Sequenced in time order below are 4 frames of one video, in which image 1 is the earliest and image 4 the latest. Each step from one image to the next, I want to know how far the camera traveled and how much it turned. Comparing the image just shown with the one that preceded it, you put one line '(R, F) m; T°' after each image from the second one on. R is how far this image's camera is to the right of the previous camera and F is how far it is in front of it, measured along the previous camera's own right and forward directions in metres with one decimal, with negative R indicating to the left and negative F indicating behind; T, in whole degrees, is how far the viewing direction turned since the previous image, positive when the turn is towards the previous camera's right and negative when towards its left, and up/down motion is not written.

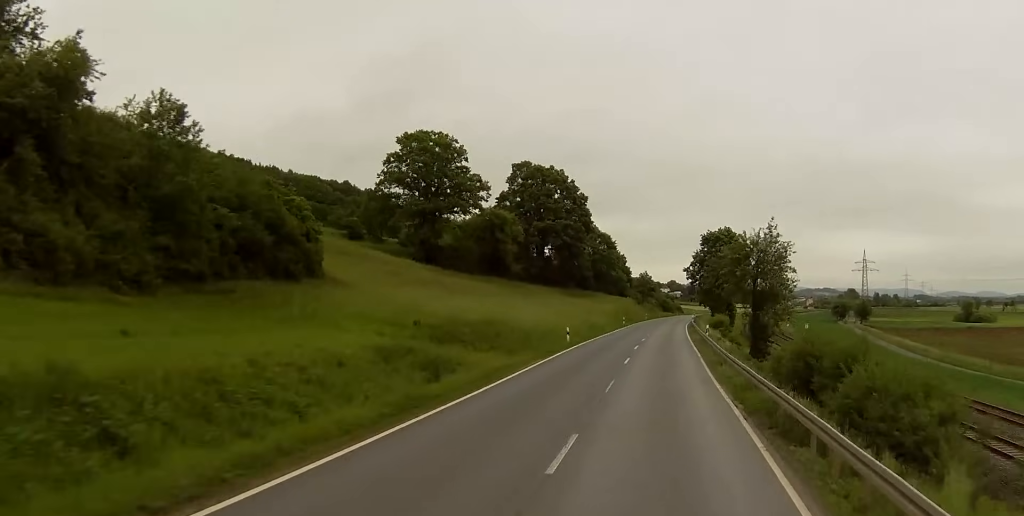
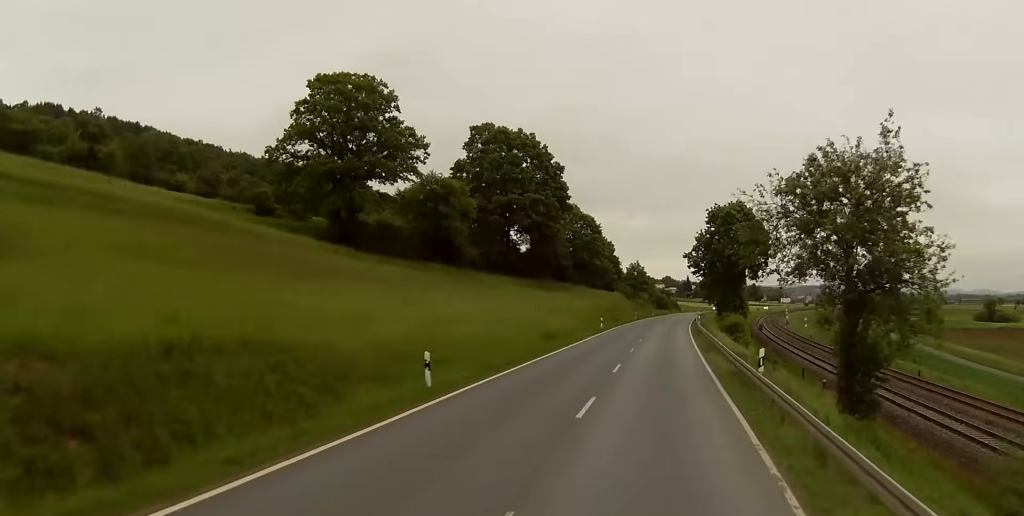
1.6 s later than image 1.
(+0.5, +30.3) m; +2°
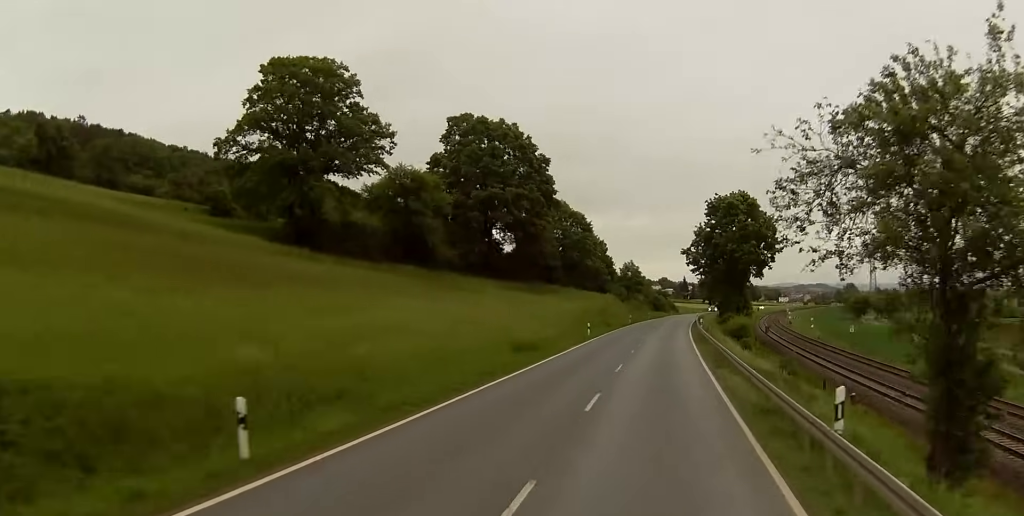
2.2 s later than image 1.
(+0.3, +9.9) m; 0°
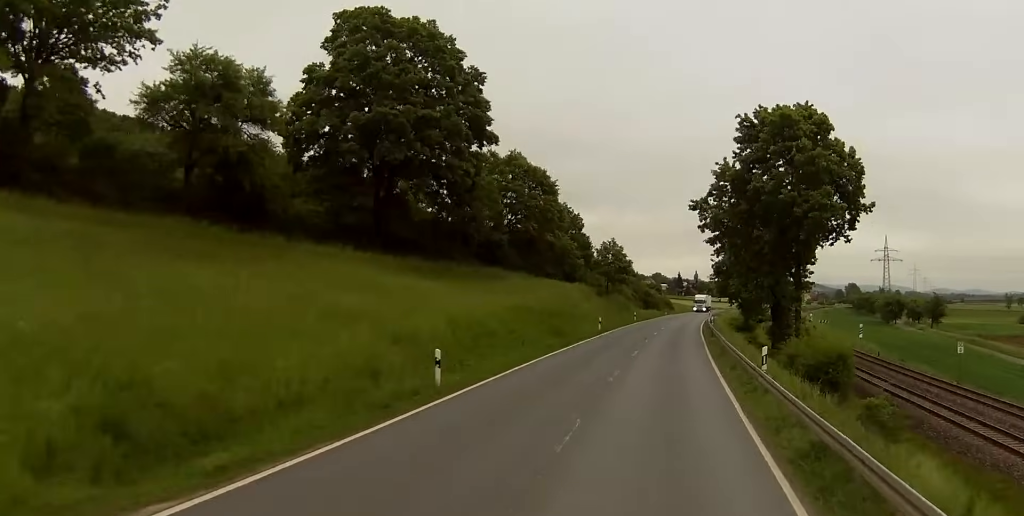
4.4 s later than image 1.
(-0.1, +41.2) m; 0°
